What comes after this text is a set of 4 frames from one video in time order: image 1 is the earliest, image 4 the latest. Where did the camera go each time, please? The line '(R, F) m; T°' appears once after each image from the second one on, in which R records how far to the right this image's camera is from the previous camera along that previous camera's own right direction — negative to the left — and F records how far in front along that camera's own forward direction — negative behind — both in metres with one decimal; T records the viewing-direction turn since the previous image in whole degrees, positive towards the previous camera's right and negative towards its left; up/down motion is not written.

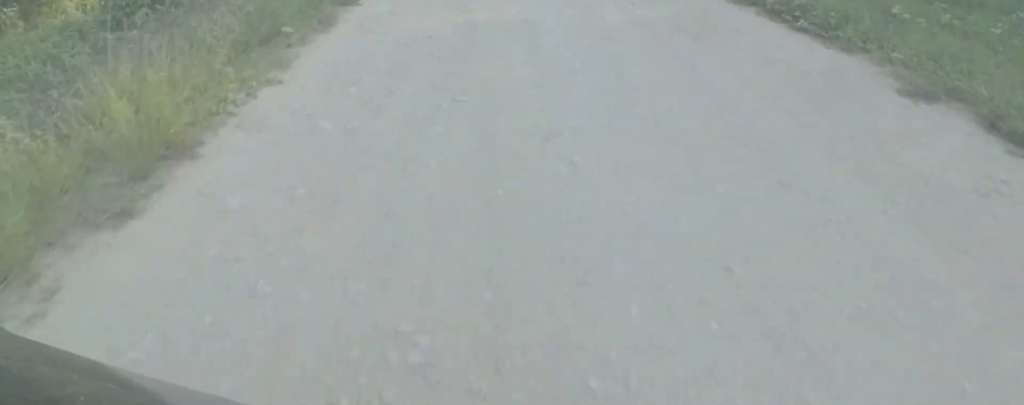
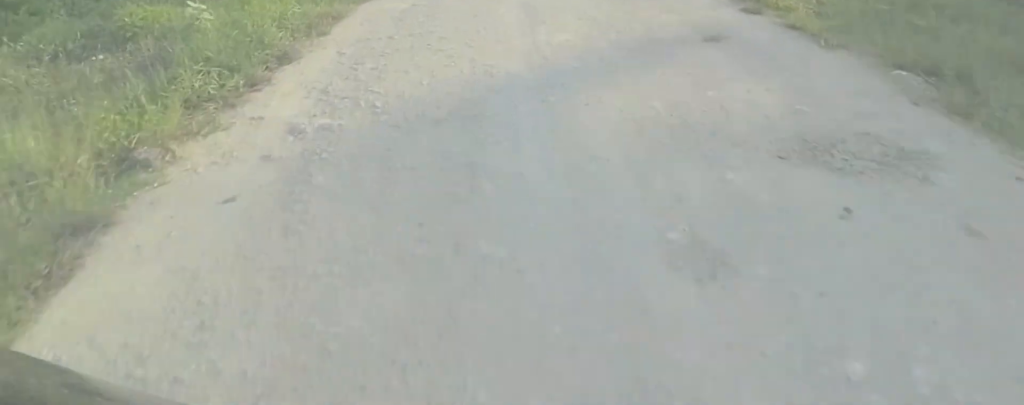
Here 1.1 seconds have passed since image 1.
(0.0, +12.1) m; +2°
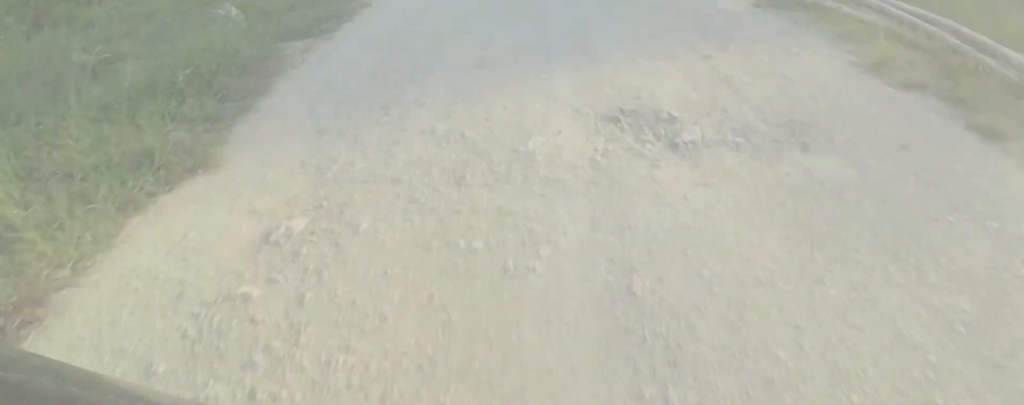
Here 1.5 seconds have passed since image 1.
(-0.2, +4.4) m; +3°
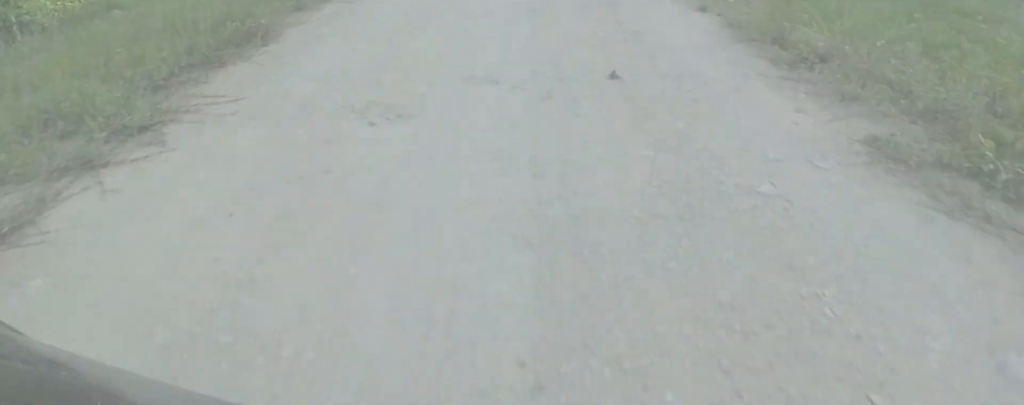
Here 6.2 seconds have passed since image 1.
(-0.1, +54.3) m; -3°
